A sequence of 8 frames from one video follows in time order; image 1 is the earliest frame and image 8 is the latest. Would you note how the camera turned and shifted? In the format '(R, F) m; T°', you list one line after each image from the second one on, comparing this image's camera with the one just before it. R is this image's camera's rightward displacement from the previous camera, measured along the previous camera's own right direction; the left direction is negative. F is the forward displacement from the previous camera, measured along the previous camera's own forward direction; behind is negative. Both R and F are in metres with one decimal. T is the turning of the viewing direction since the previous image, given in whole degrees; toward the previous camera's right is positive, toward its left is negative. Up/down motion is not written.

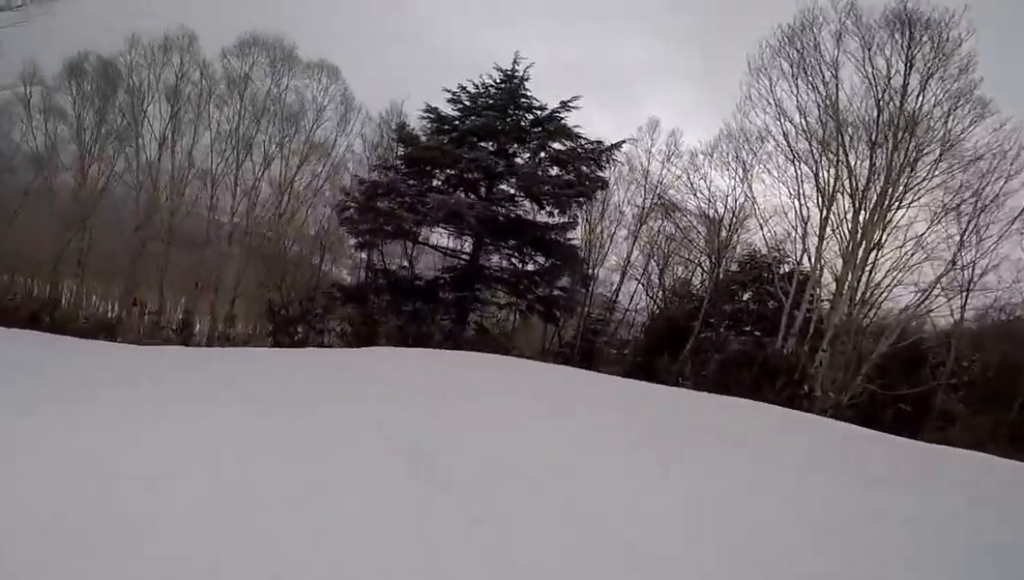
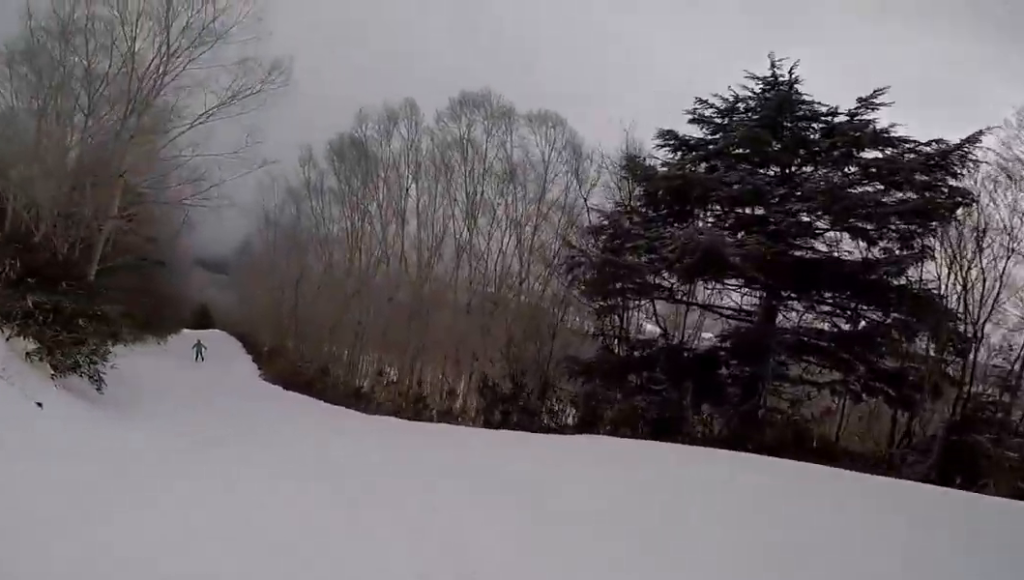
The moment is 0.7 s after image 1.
(-0.4, +2.4) m; -13°
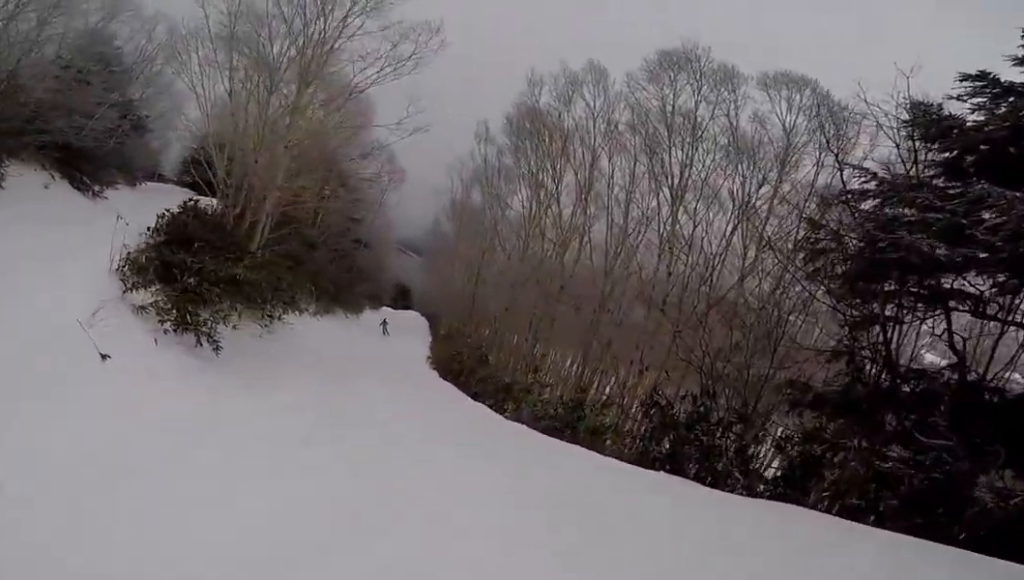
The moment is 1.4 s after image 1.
(-0.1, +3.0) m; -2°
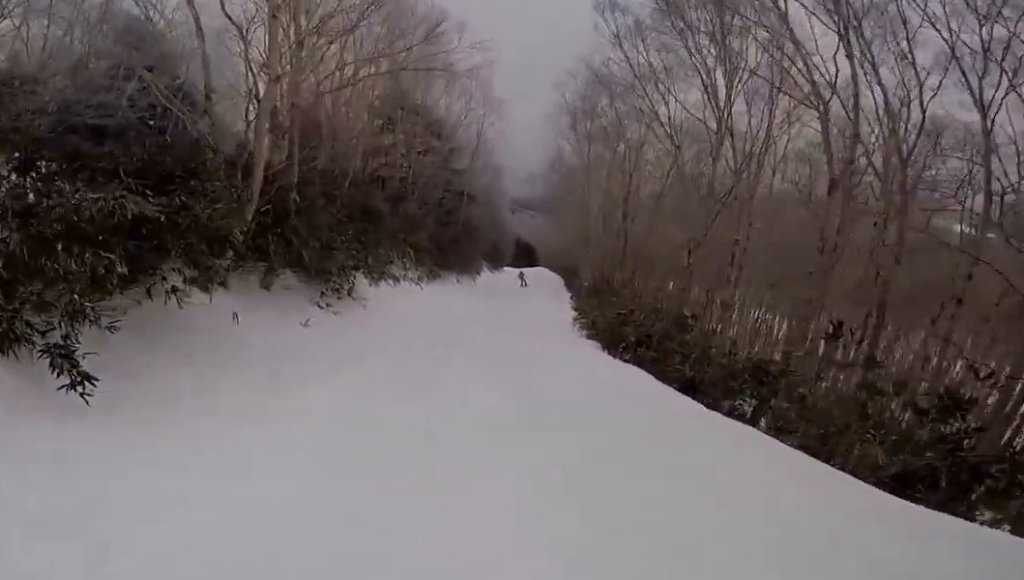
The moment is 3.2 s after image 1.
(-0.1, +8.9) m; 0°
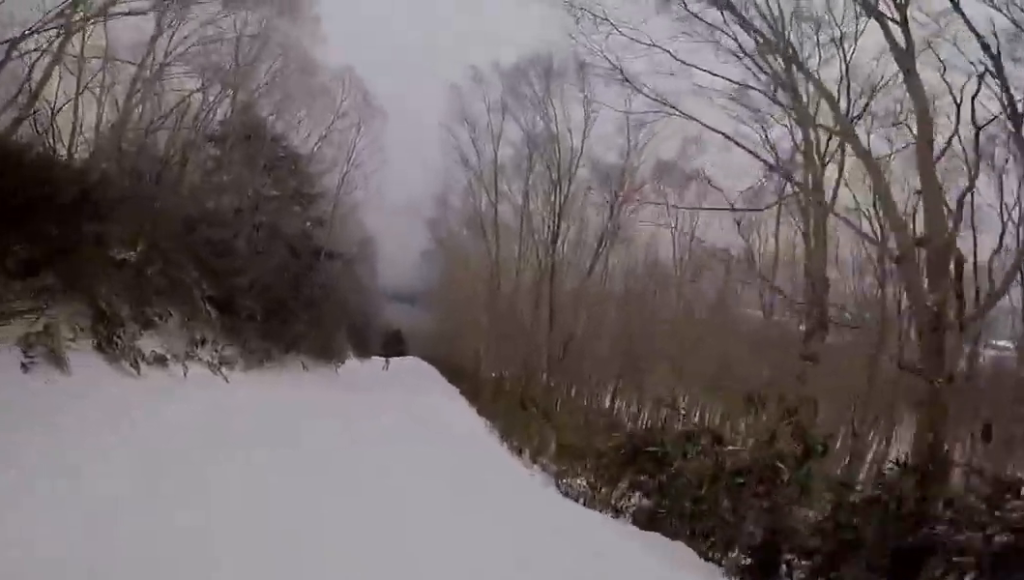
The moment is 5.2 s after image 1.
(+1.3, +10.0) m; +11°
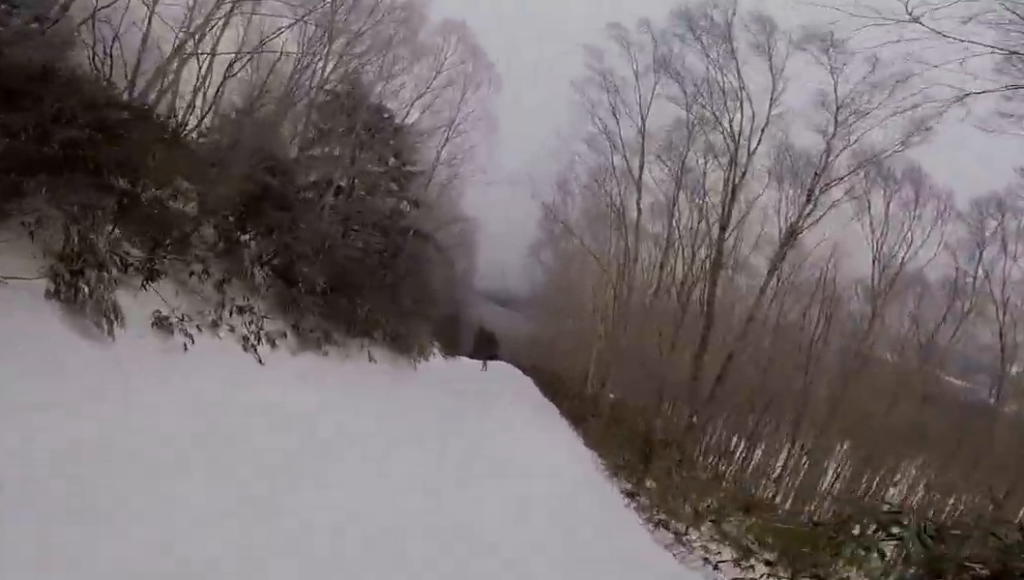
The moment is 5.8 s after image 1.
(+0.1, +3.4) m; -3°
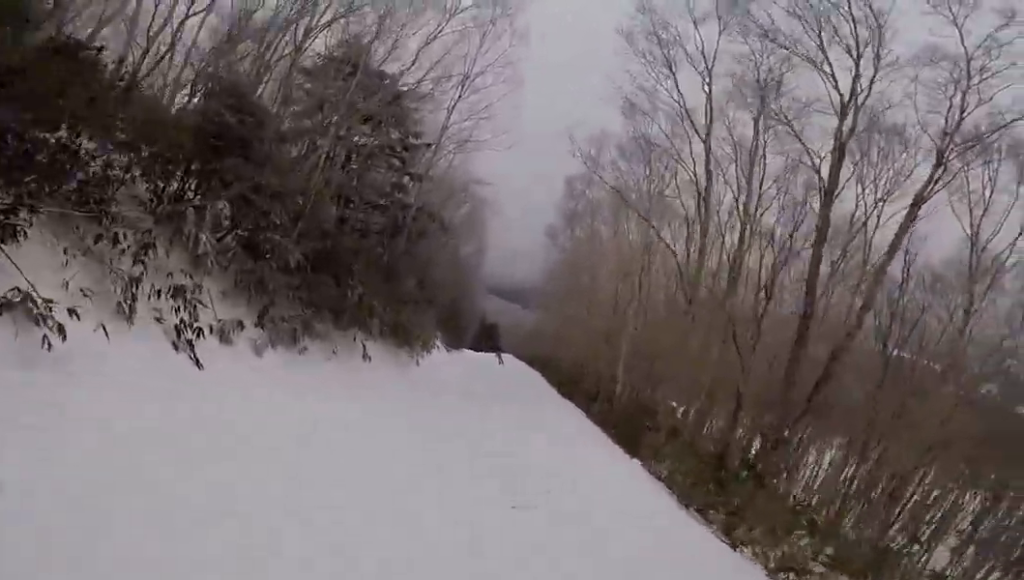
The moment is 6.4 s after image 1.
(-0.4, +3.1) m; -6°
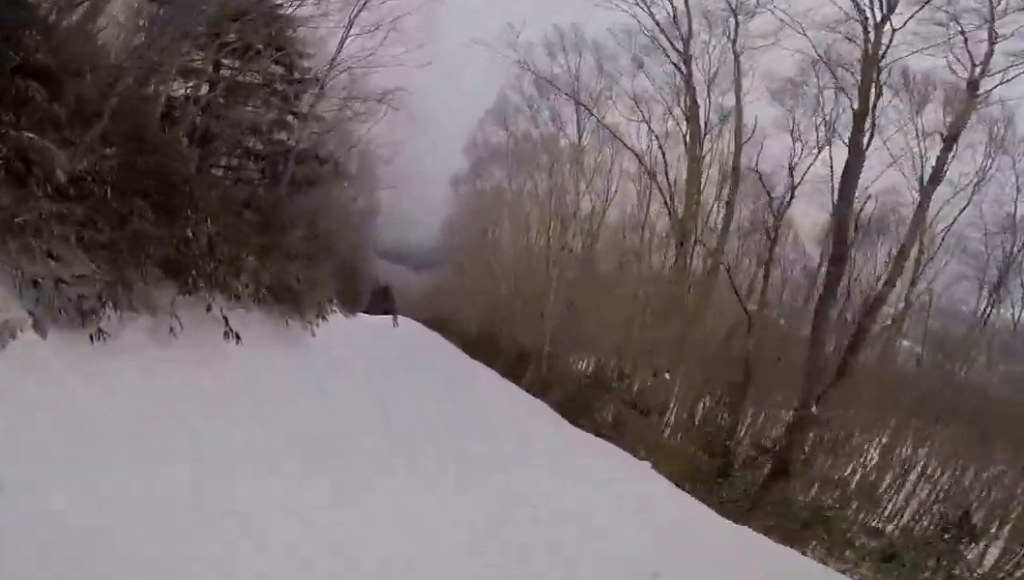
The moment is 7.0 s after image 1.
(-0.2, +3.6) m; -2°
